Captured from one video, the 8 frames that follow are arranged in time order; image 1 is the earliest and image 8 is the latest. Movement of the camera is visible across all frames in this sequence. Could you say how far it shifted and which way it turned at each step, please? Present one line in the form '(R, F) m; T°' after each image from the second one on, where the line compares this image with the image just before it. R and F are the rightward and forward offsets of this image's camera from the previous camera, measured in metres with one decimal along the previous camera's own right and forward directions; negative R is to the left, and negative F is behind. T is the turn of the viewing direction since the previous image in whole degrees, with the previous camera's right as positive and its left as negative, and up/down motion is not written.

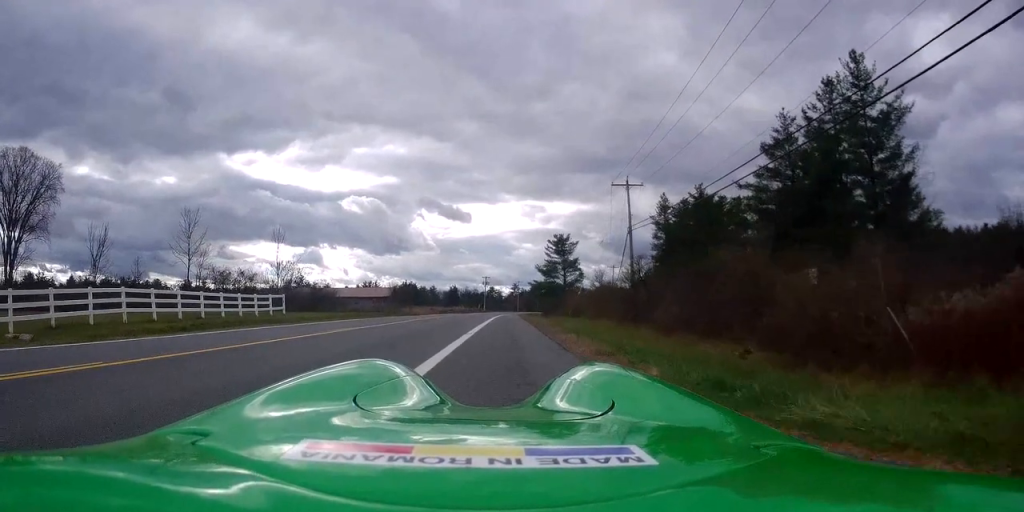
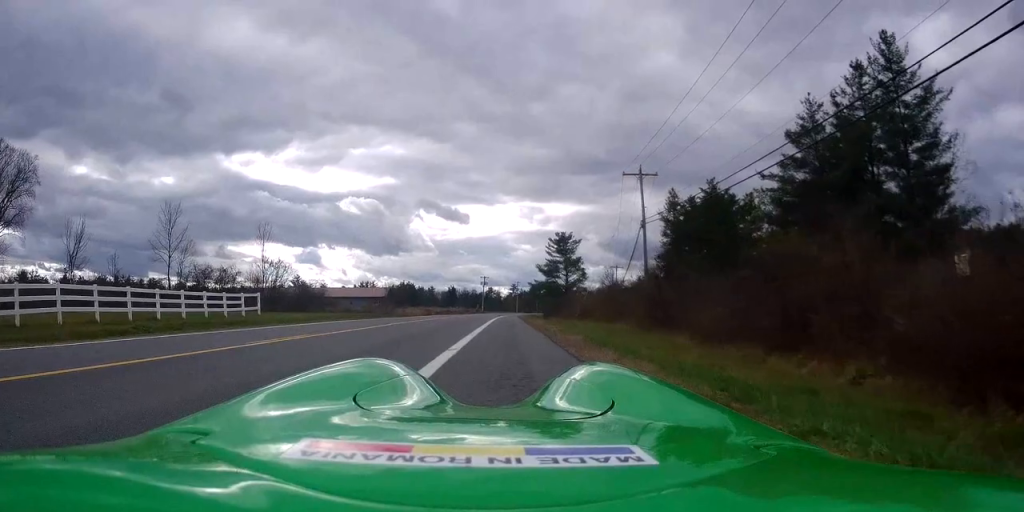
(+0.2, +4.4) m; 0°
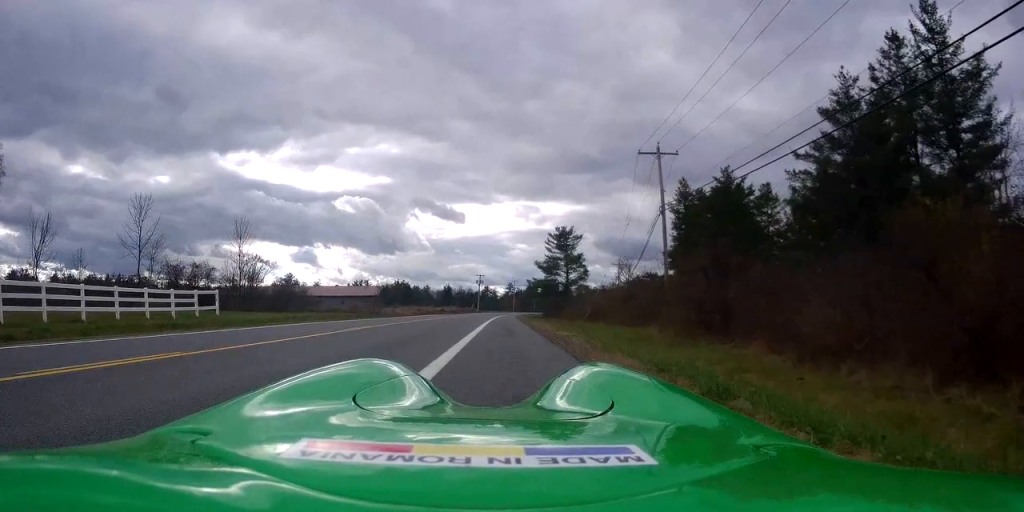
(-0.2, +5.5) m; 0°
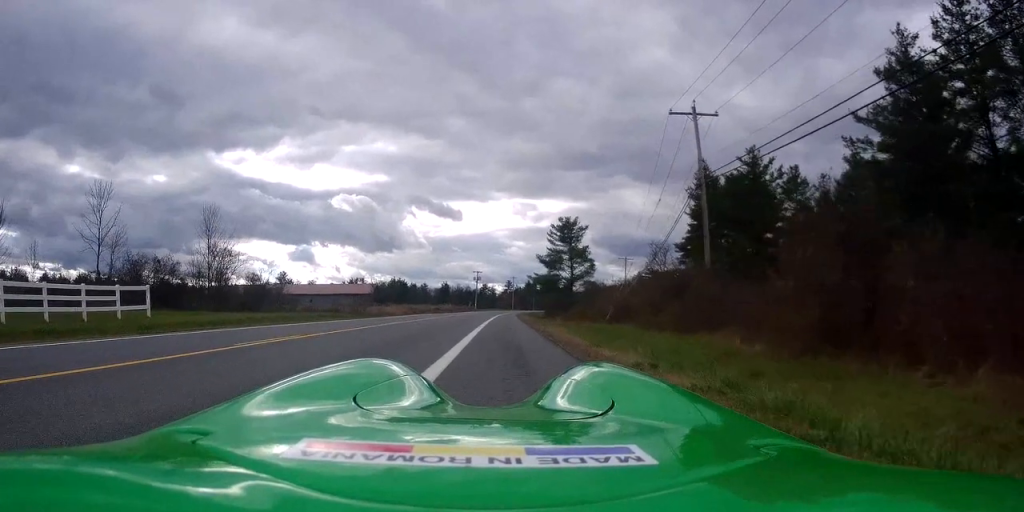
(+0.1, +7.2) m; 0°
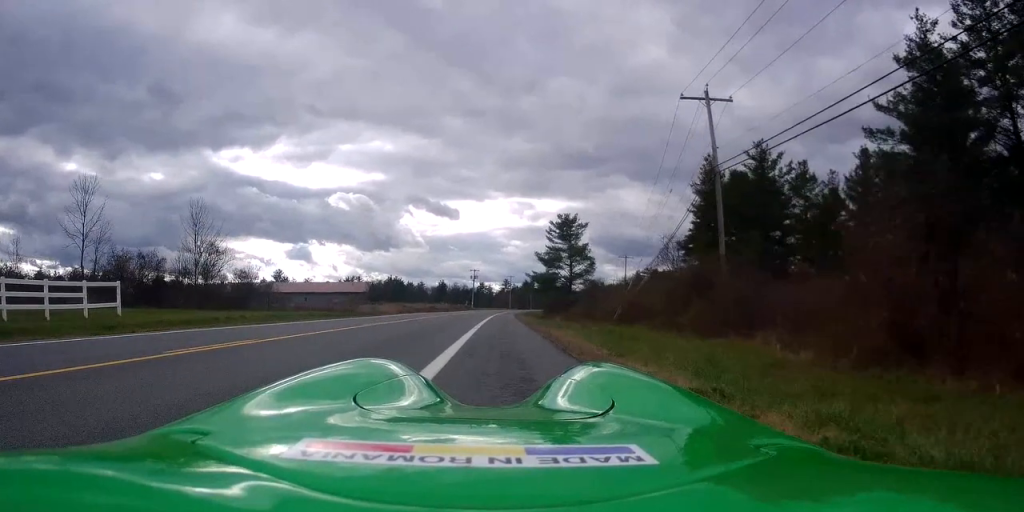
(-0.1, +2.1) m; 0°
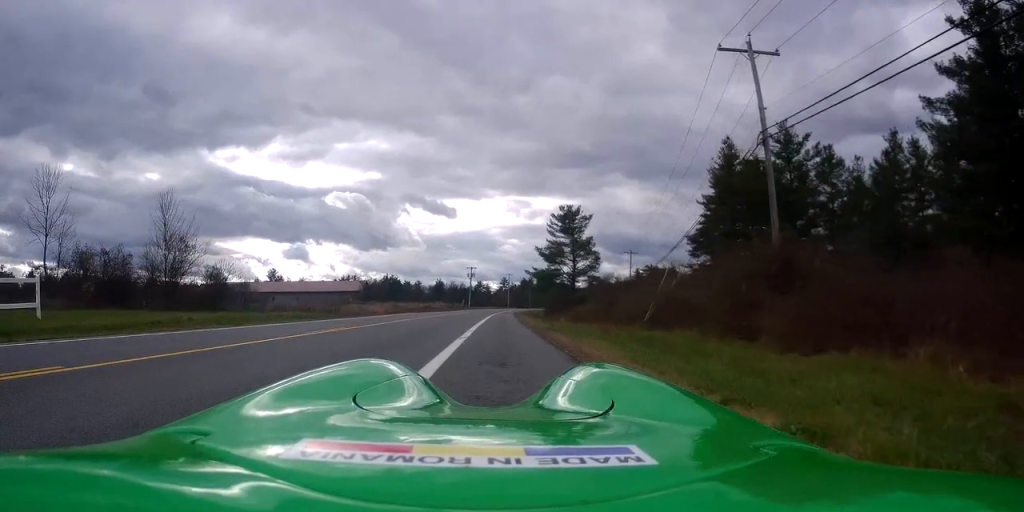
(+0.3, +5.3) m; 0°
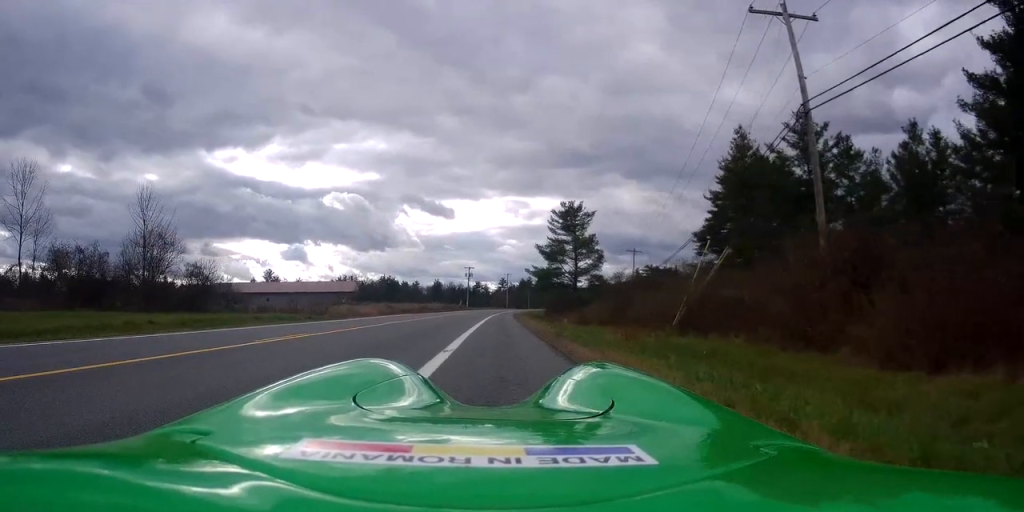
(-0.2, +3.2) m; -2°
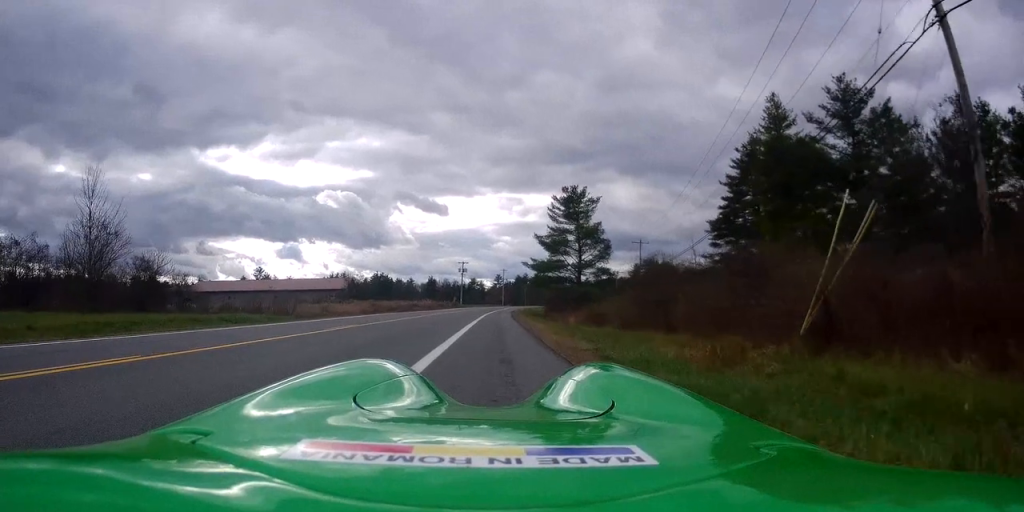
(-0.1, +7.1) m; +6°
